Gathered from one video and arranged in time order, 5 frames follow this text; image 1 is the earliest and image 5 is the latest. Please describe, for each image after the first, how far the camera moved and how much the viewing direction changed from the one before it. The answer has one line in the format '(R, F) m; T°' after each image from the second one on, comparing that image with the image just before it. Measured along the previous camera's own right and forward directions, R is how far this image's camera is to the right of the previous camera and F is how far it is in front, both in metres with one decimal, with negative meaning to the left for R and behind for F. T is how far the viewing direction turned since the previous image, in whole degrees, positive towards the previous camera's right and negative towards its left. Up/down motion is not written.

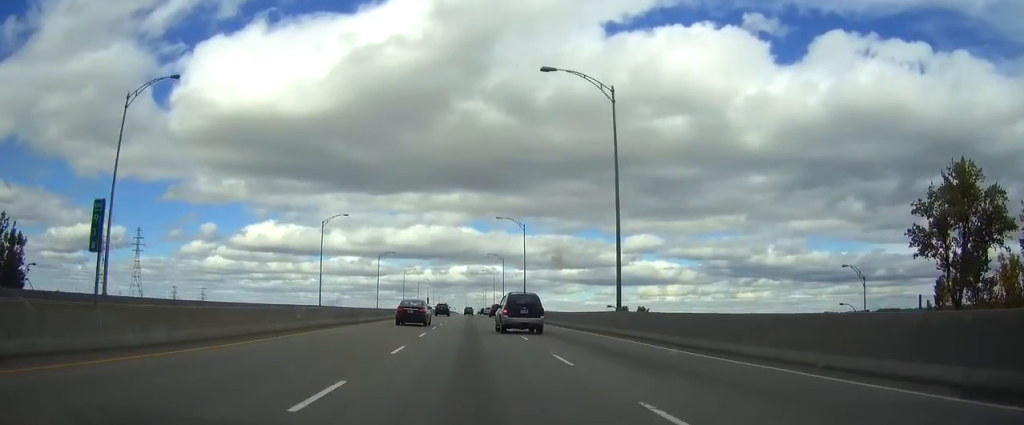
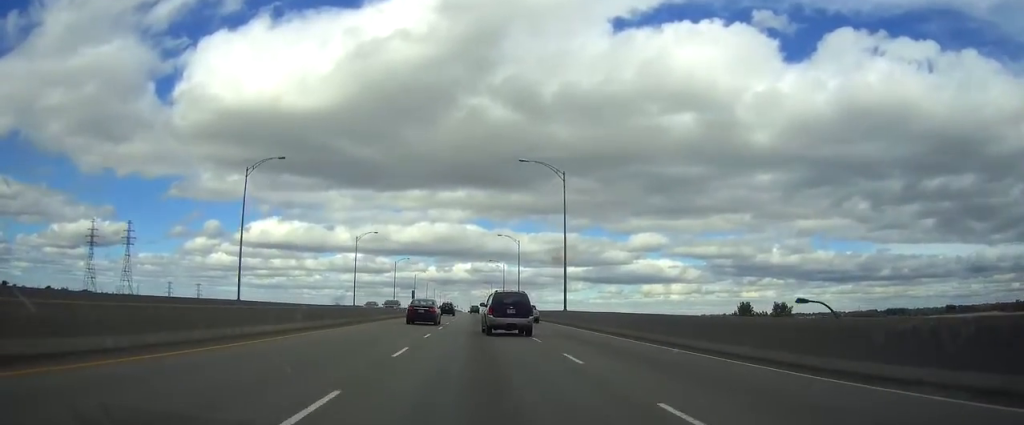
(-0.1, +36.7) m; 0°
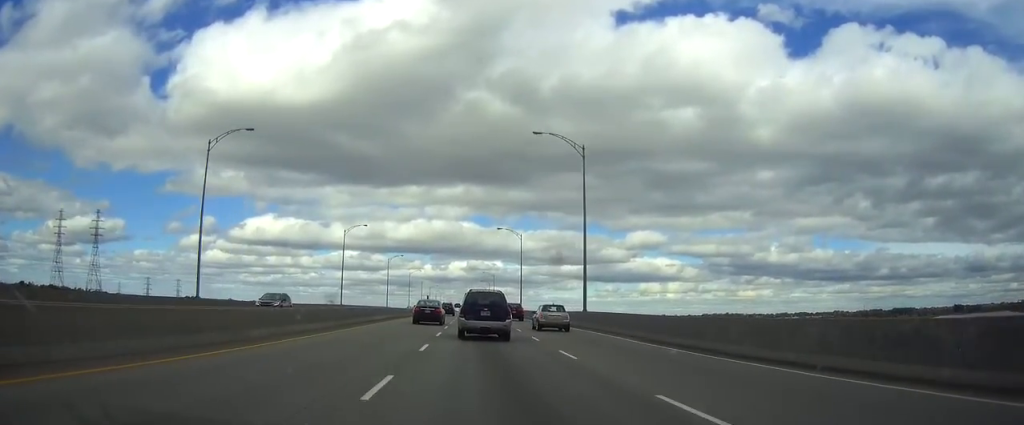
(+0.2, +70.8) m; +1°
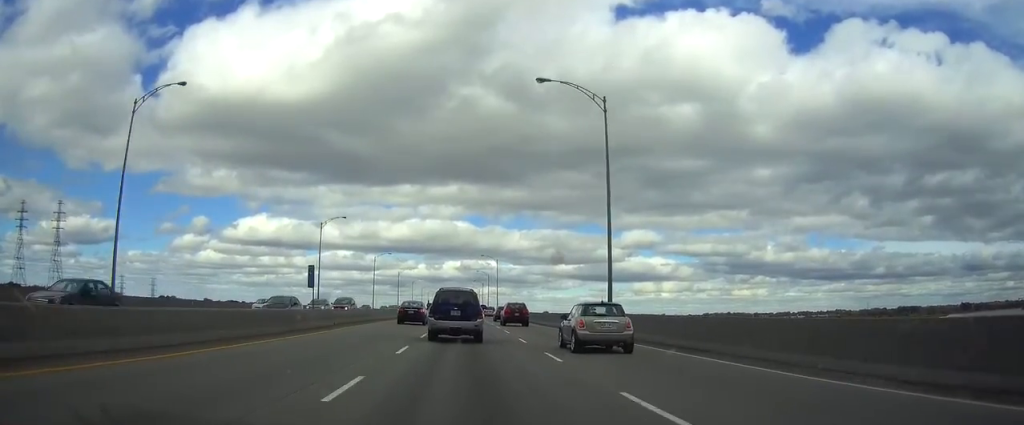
(+0.2, +73.6) m; 0°
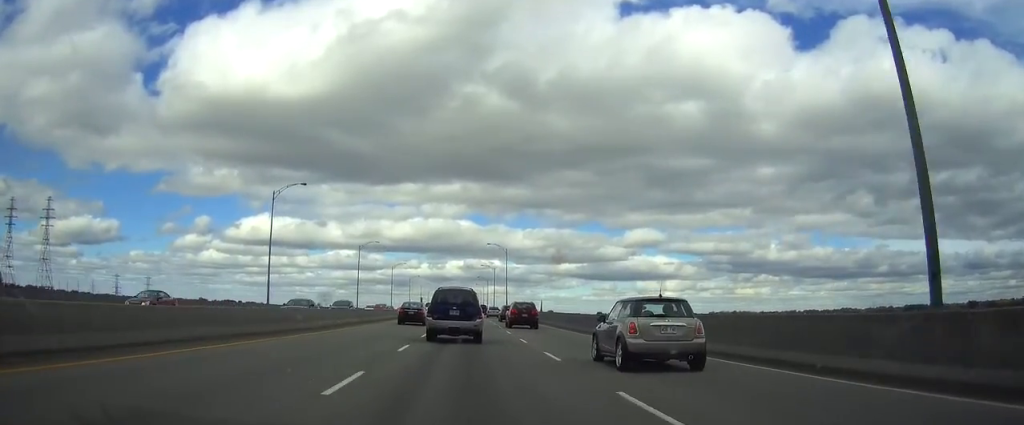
(0.0, +26.8) m; 0°
